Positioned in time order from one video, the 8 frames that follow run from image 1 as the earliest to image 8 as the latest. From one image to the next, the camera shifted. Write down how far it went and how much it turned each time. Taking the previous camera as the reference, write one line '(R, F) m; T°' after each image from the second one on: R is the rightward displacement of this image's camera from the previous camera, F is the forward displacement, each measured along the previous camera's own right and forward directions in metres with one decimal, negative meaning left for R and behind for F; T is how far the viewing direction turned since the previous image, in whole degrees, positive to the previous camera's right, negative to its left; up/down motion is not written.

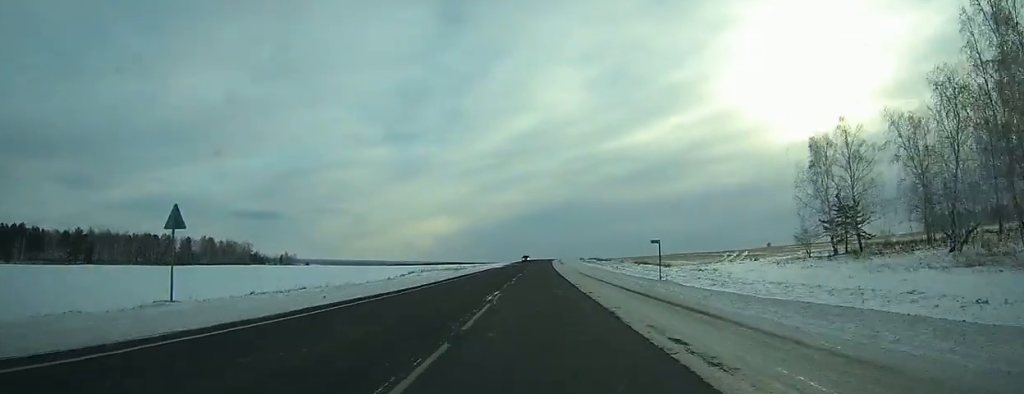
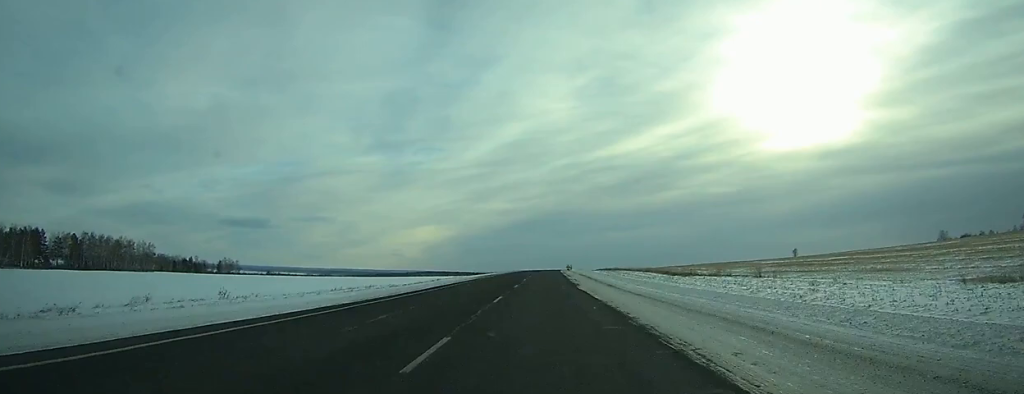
(+0.5, +105.2) m; +1°
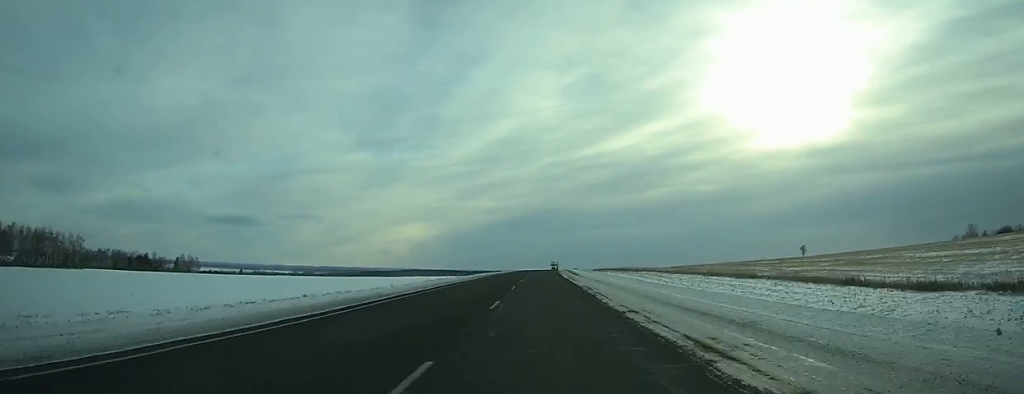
(+0.5, +46.7) m; +1°
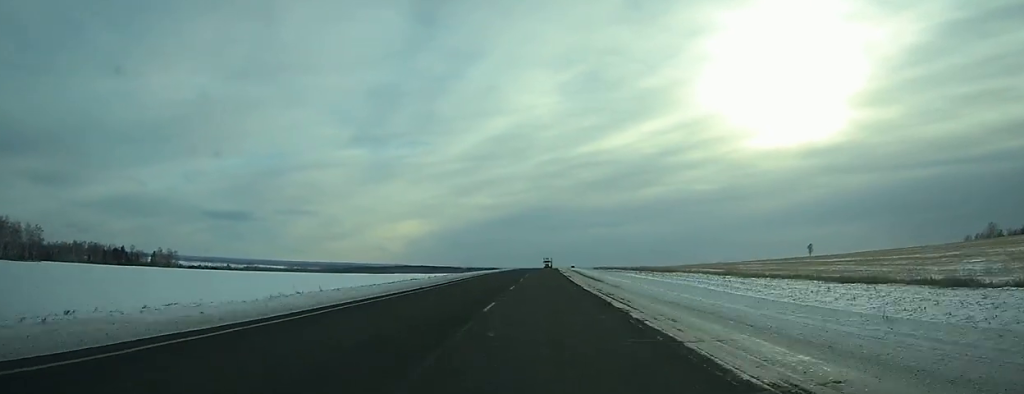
(+0.1, +24.8) m; 0°
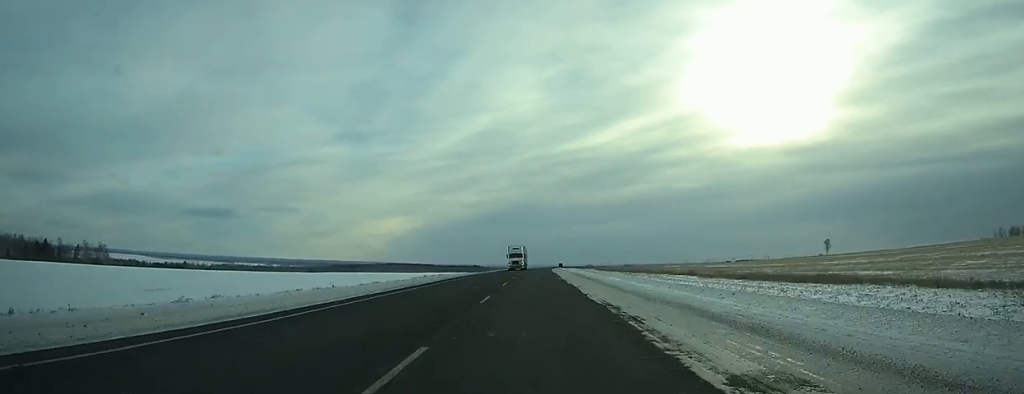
(+0.7, +66.8) m; +1°
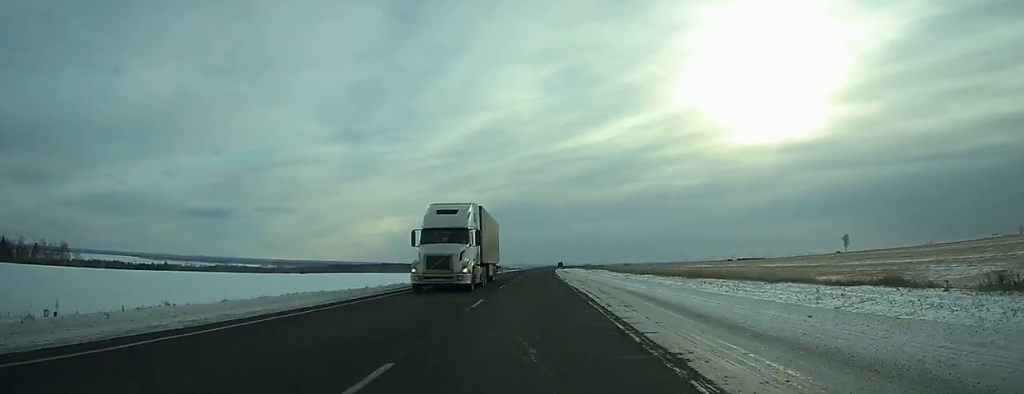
(+0.2, +36.8) m; +1°
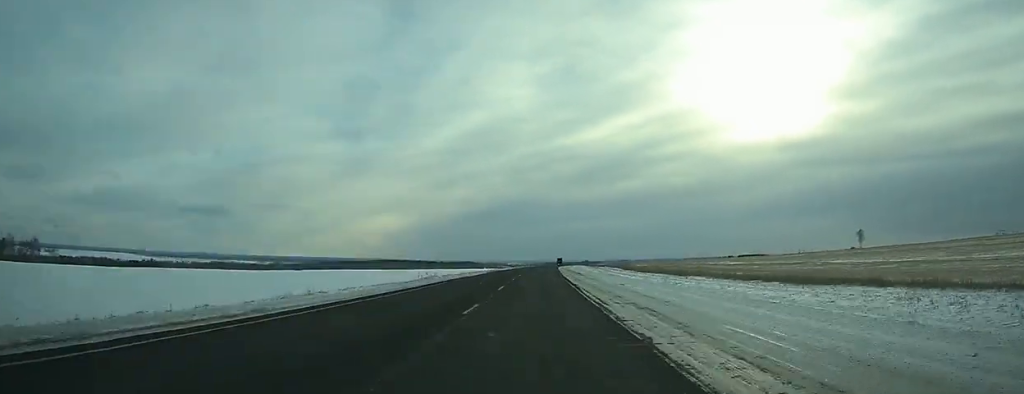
(+0.1, +26.0) m; 0°
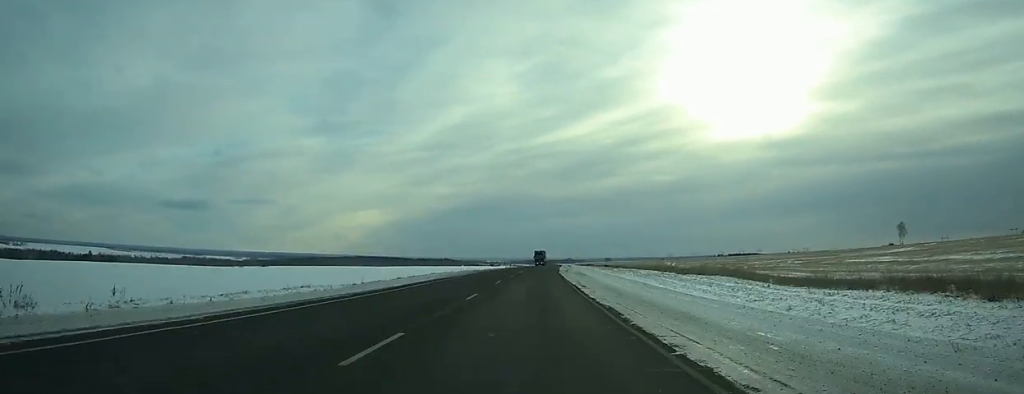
(+0.8, +78.3) m; +2°
